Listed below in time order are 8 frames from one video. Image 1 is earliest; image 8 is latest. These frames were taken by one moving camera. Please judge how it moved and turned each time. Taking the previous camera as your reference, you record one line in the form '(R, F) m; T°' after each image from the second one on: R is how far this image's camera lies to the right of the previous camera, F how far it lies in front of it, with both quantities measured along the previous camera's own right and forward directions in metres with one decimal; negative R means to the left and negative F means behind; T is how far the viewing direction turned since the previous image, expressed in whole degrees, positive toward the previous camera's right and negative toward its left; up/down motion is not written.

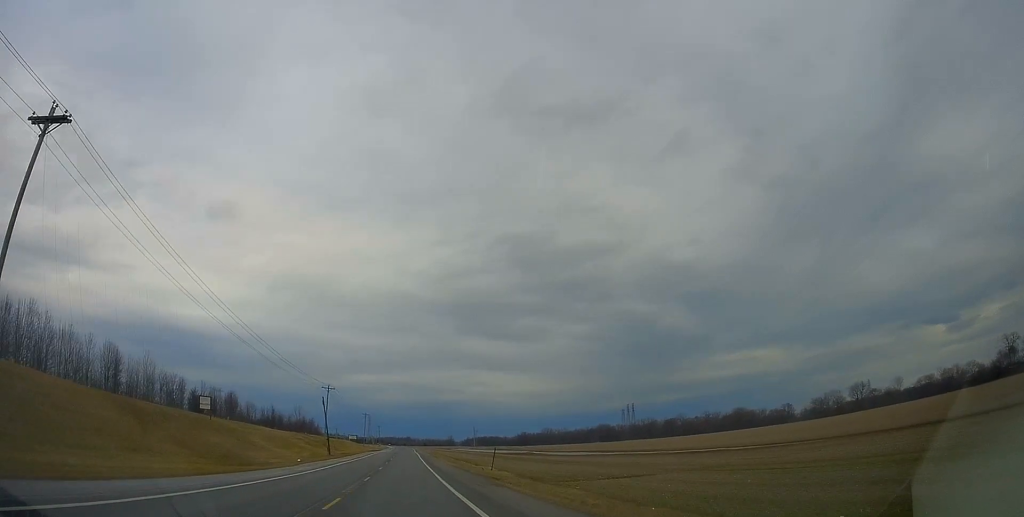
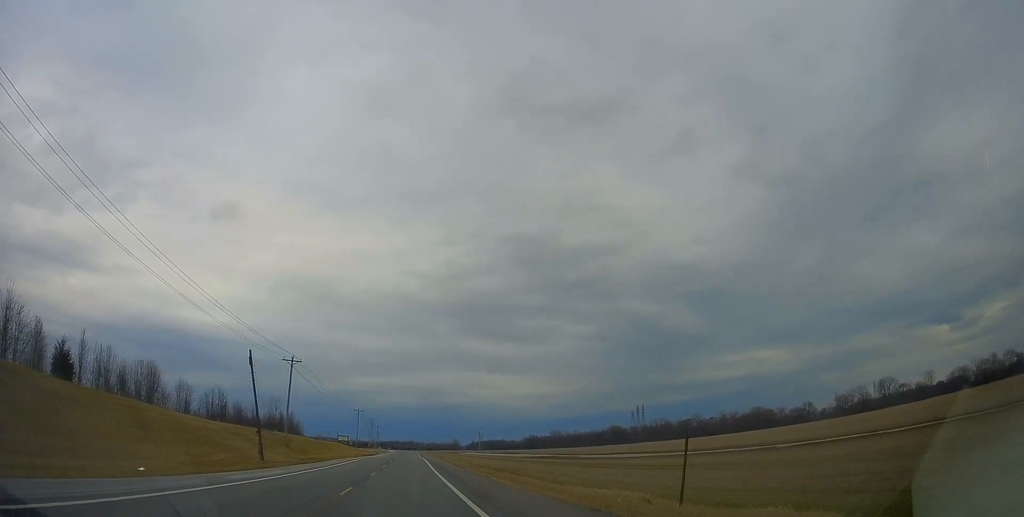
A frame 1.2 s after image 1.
(+0.4, +33.8) m; 0°
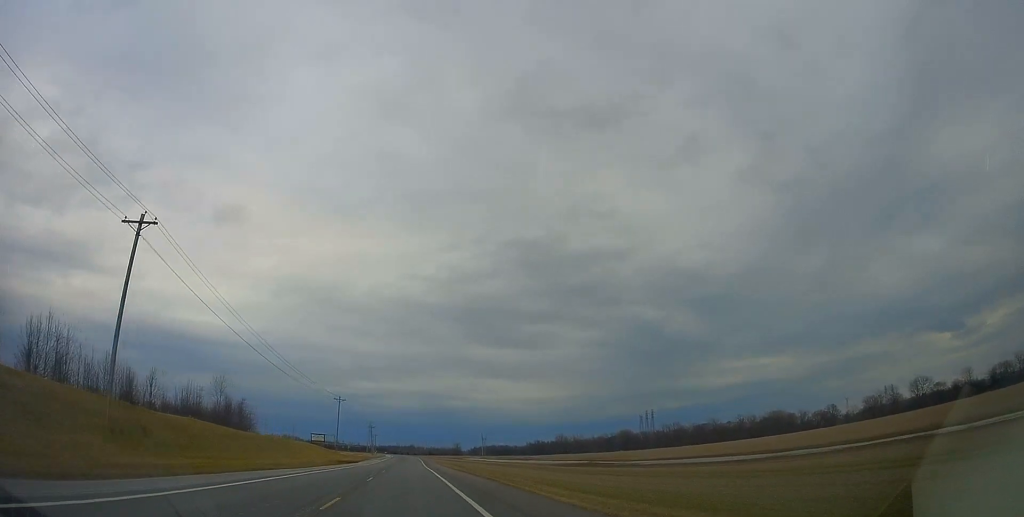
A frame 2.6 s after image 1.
(-0.4, +41.8) m; -1°
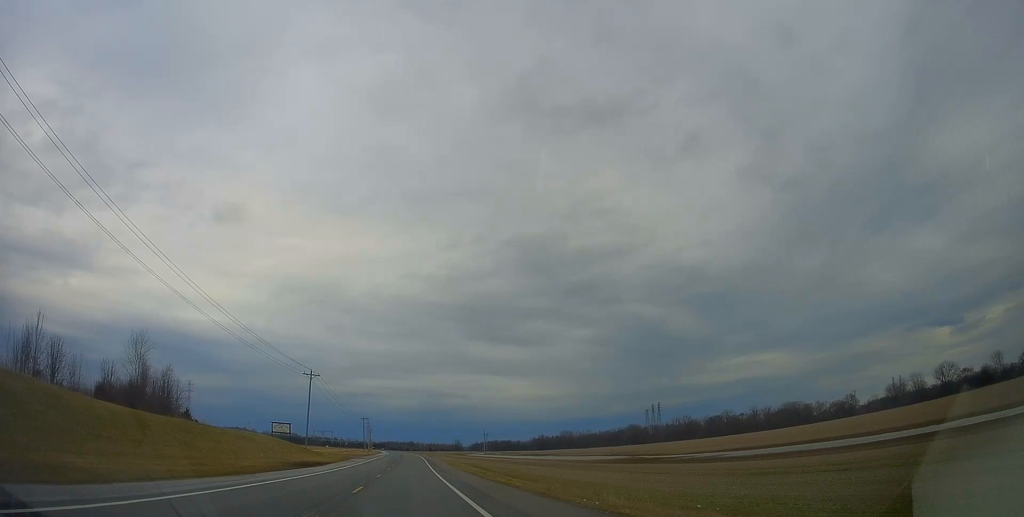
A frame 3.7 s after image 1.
(+0.1, +31.2) m; 0°
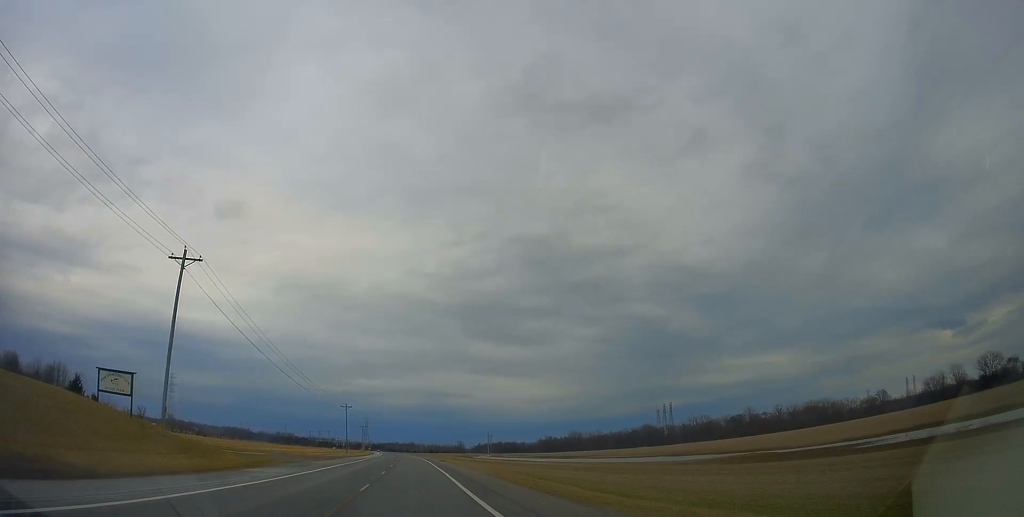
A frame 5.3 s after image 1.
(-0.3, +47.0) m; 0°
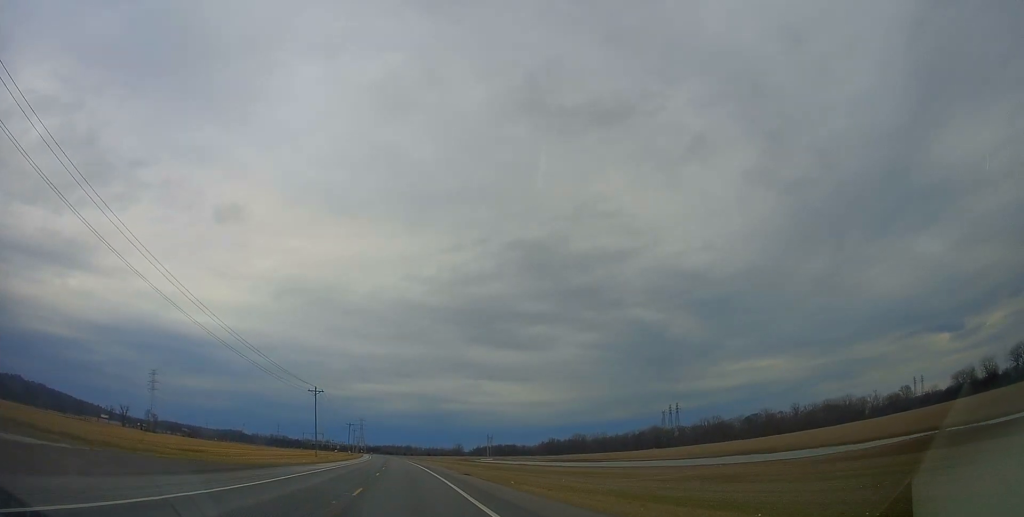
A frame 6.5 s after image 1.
(+0.2, +36.6) m; 0°
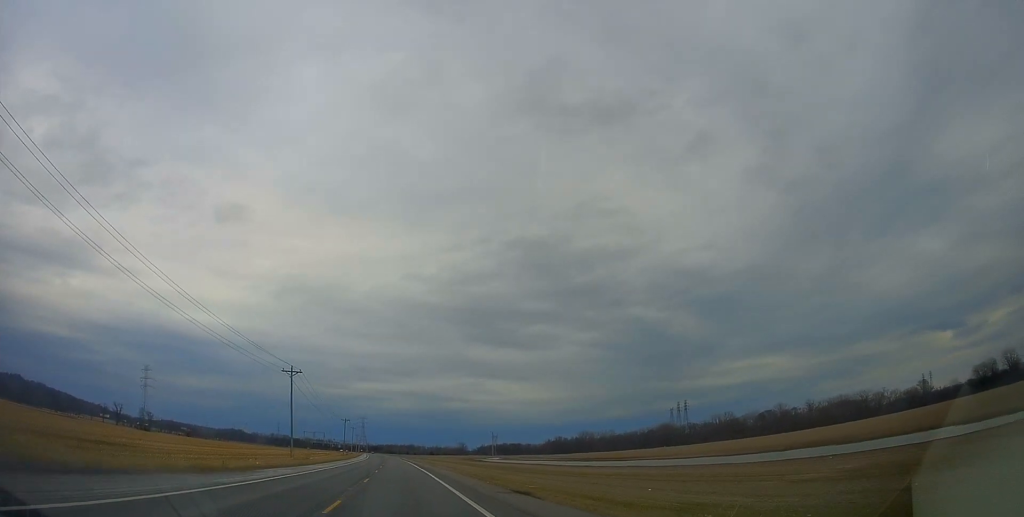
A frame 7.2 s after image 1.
(0.0, +19.8) m; 0°
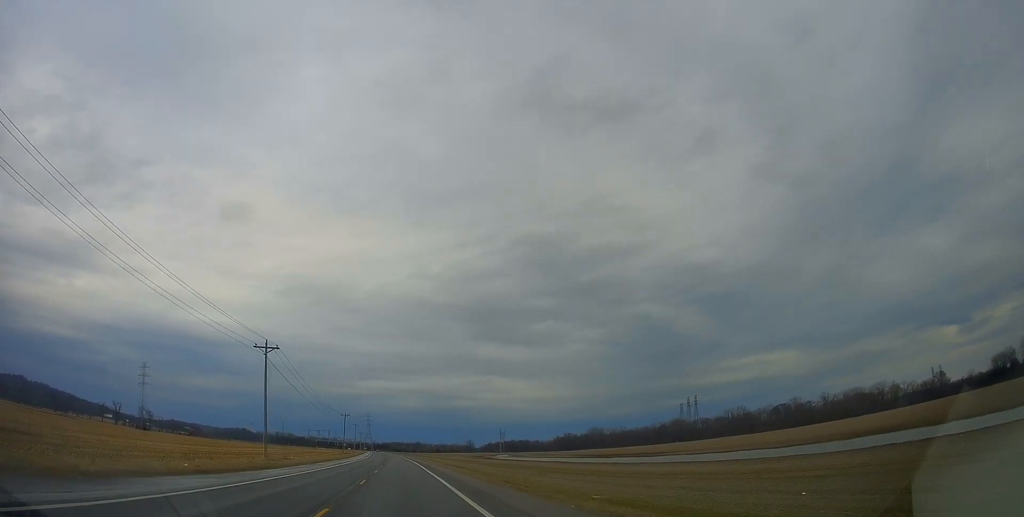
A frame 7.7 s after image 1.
(-0.2, +14.9) m; 0°
